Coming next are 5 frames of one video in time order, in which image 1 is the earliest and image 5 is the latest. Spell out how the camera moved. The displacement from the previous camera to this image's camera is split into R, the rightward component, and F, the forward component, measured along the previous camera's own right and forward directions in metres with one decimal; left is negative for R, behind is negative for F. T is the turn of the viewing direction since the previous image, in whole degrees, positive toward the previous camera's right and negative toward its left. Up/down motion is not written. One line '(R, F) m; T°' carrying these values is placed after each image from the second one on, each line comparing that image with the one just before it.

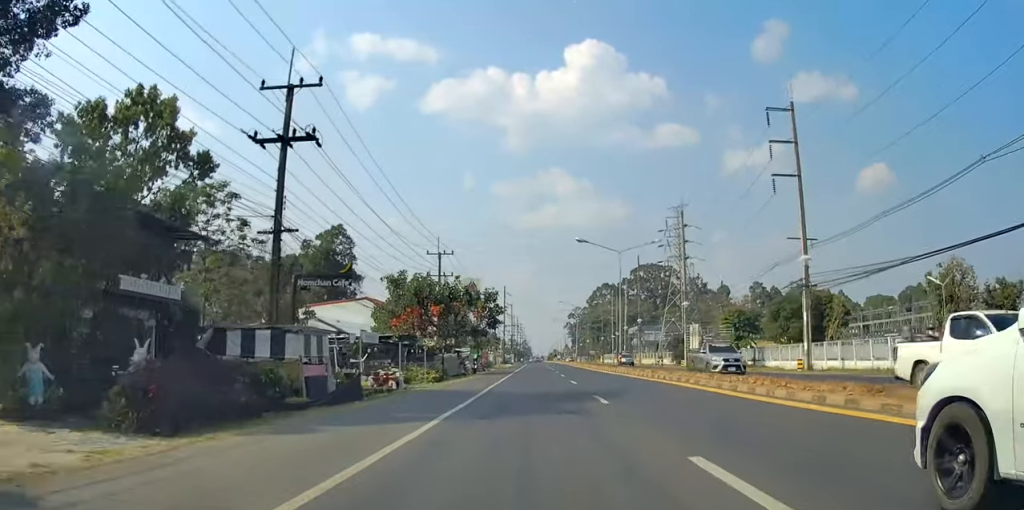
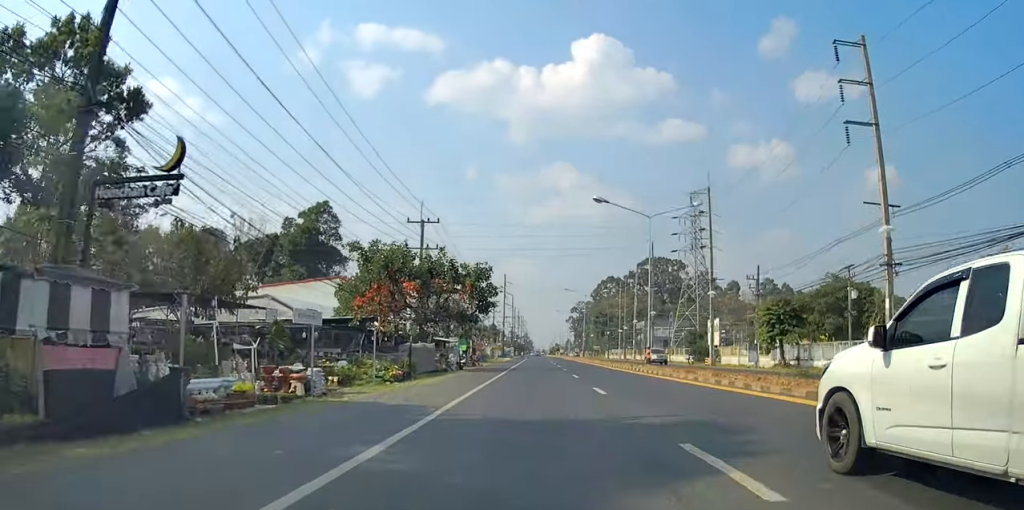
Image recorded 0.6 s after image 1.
(-0.4, +11.3) m; 0°
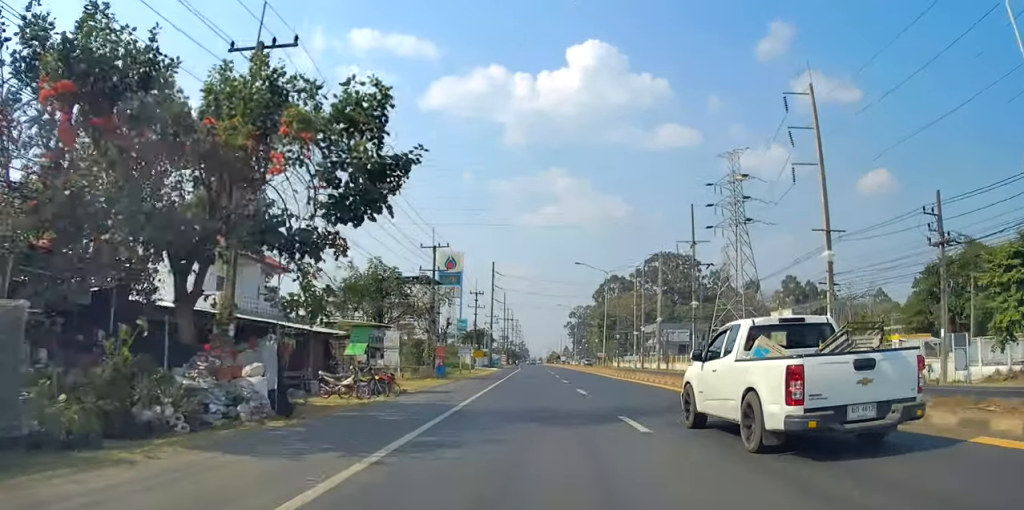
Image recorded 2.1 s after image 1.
(+0.6, +30.1) m; +2°
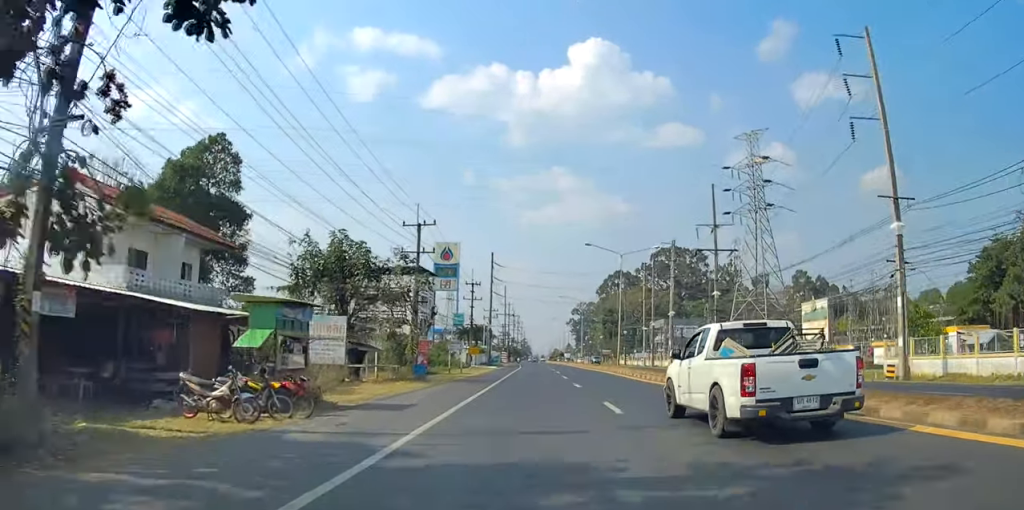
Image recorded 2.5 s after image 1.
(+0.1, +8.6) m; -1°
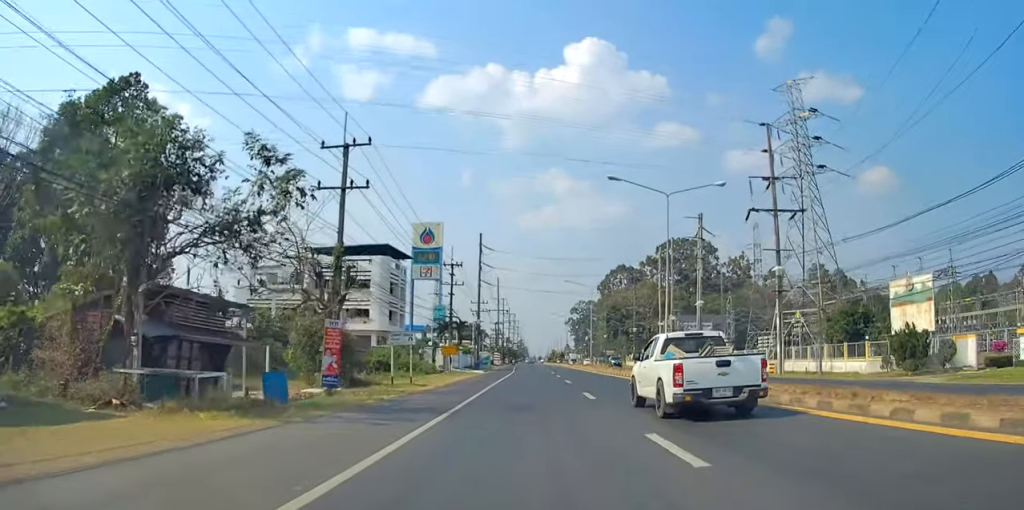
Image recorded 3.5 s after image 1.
(-0.4, +18.9) m; -1°
